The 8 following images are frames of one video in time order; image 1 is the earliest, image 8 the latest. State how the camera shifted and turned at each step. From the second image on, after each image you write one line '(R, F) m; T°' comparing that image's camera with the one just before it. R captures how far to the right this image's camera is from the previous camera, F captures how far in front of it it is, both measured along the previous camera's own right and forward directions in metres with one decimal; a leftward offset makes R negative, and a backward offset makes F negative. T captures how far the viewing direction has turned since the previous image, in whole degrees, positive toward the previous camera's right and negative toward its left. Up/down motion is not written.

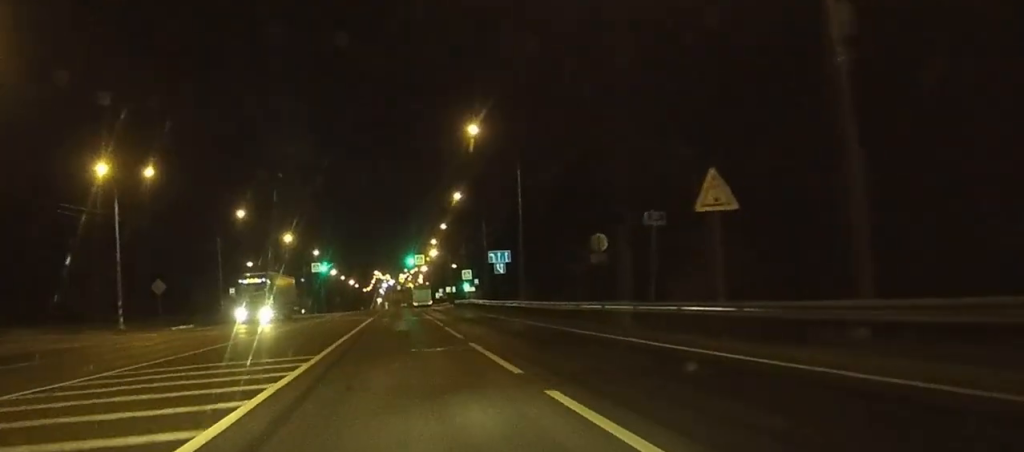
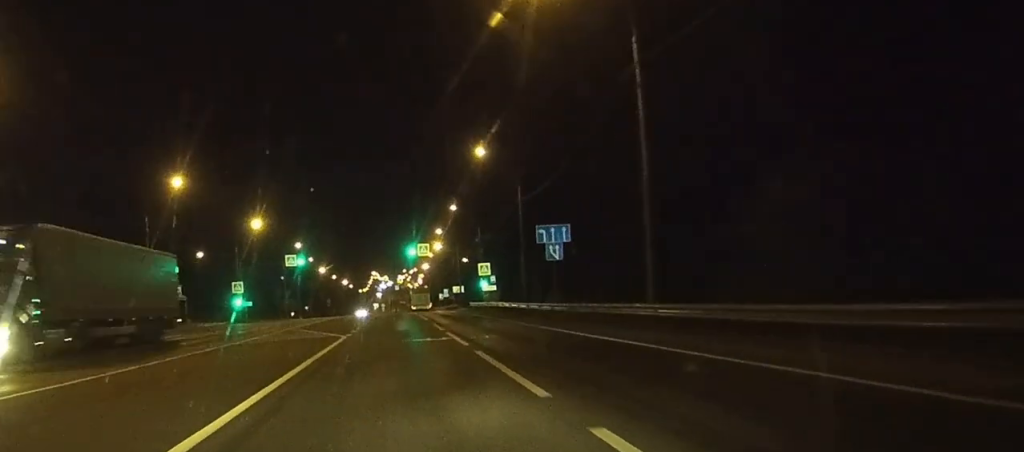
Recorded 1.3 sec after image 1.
(+0.1, +27.5) m; 0°
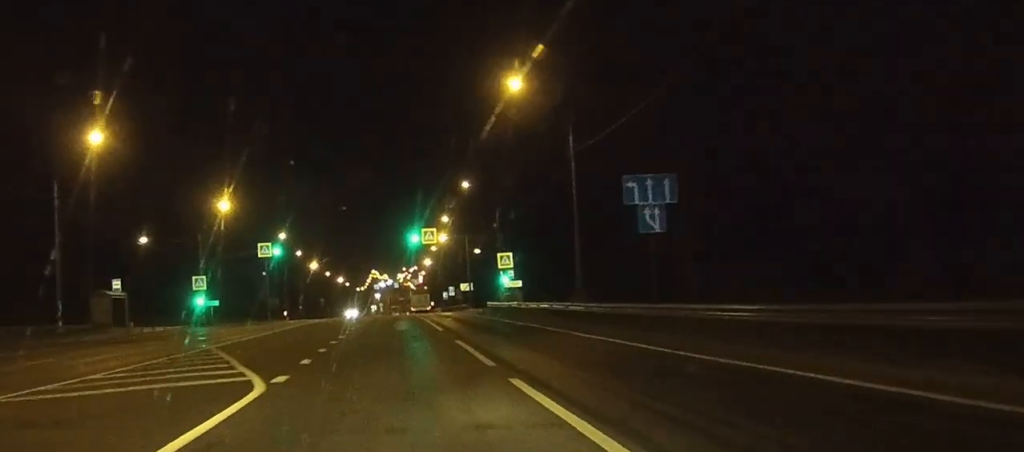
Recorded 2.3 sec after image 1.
(0.0, +19.1) m; 0°
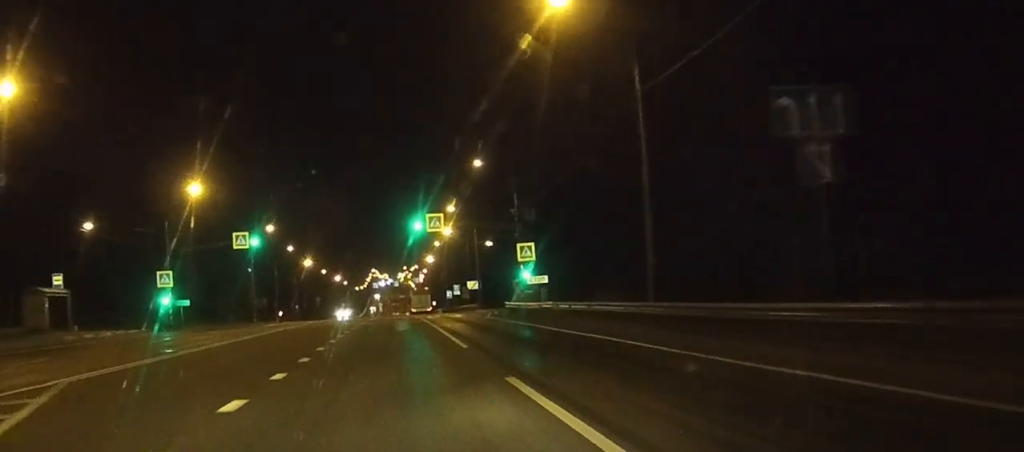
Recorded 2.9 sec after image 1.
(0.0, +12.2) m; 0°
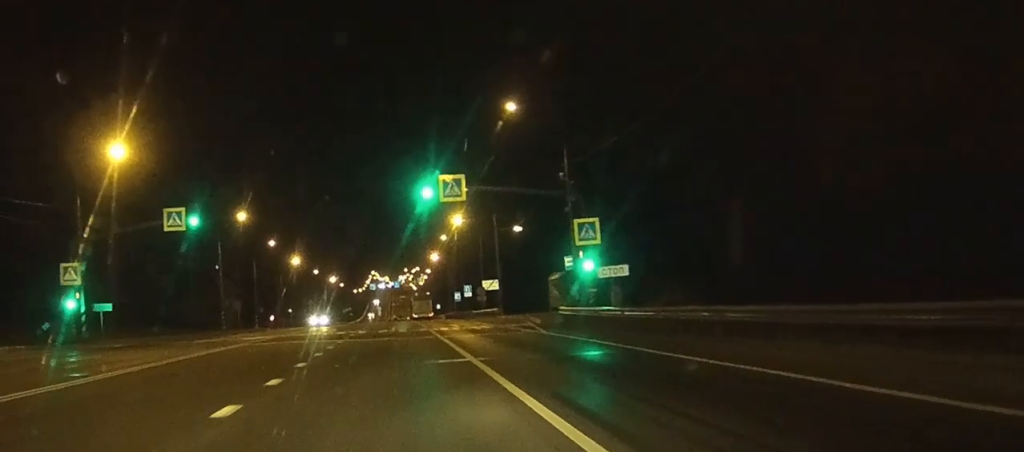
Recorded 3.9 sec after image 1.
(0.0, +20.3) m; 0°
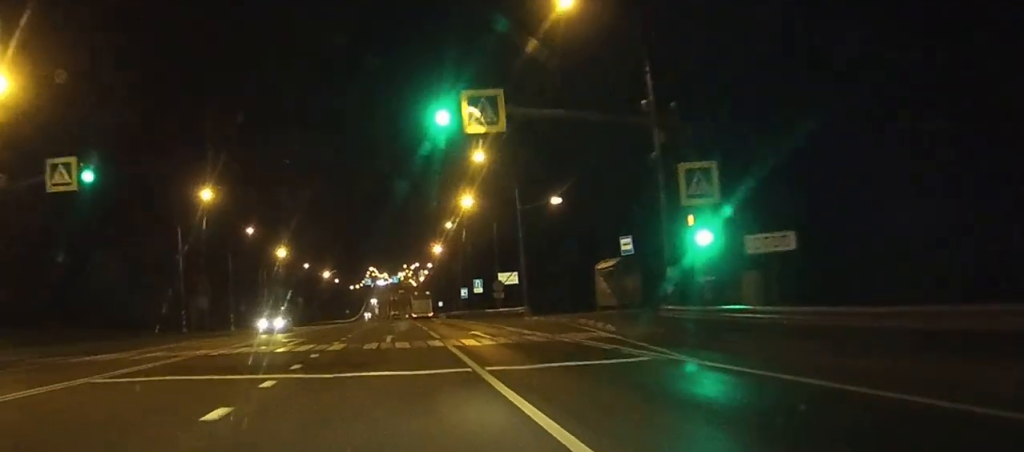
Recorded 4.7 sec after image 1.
(0.0, +16.2) m; 0°
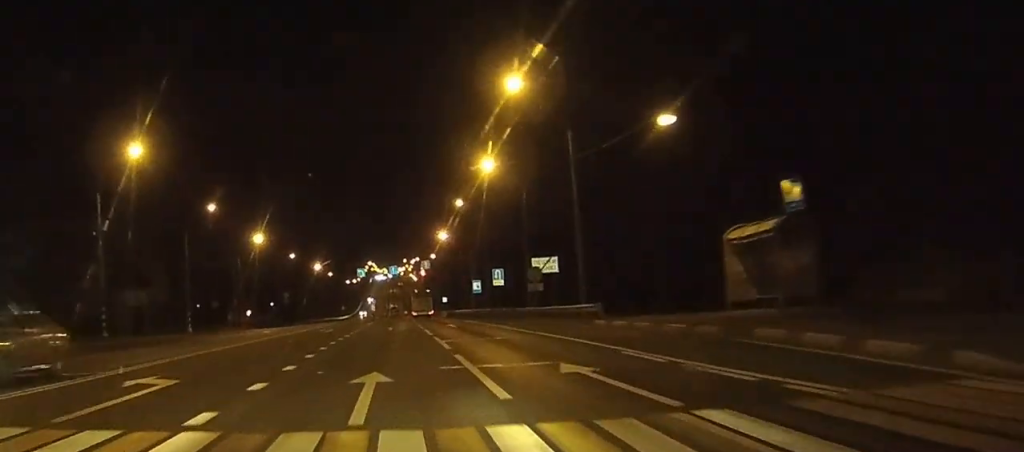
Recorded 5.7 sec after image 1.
(0.0, +20.3) m; 0°
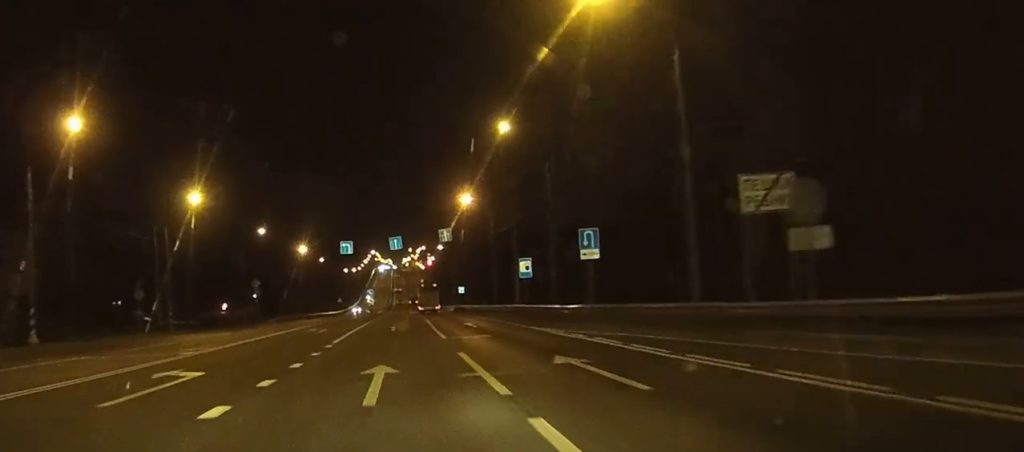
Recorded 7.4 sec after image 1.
(-0.1, +35.3) m; 0°
